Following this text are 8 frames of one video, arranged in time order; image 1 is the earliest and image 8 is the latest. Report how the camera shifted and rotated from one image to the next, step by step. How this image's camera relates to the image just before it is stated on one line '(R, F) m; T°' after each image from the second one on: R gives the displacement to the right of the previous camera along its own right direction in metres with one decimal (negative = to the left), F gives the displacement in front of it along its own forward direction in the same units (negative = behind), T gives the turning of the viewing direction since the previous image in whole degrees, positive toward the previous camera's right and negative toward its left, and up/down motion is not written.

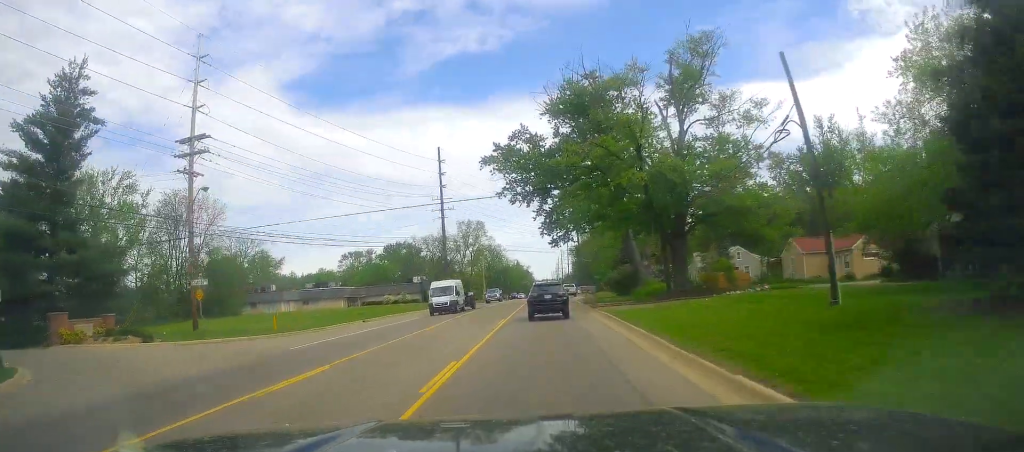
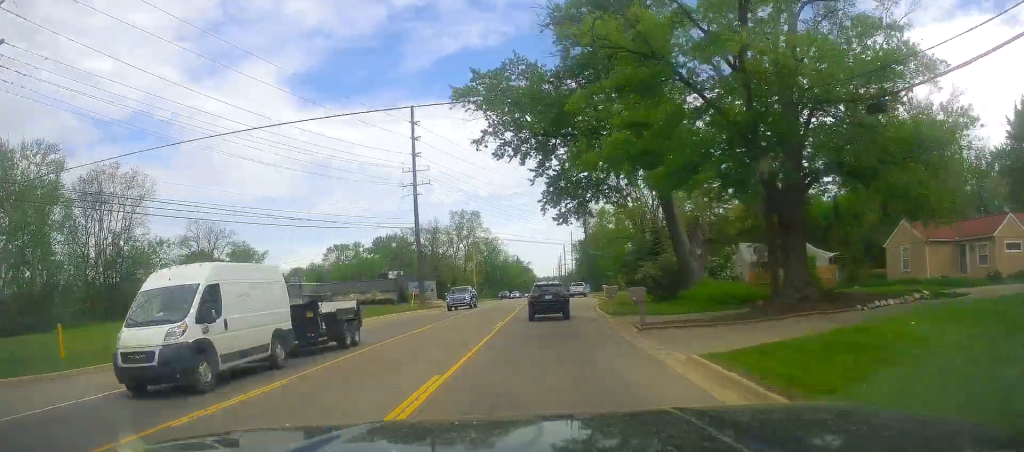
(-0.5, +17.7) m; 0°
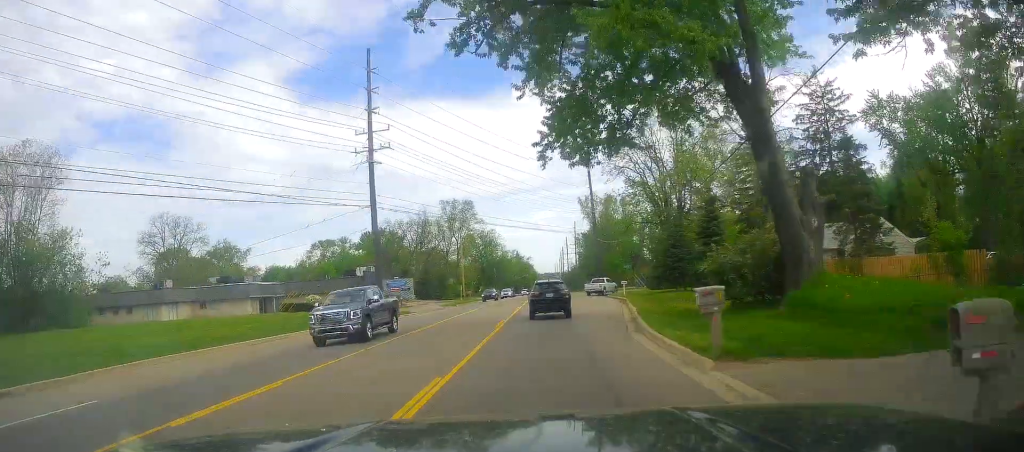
(+0.2, +15.7) m; 0°
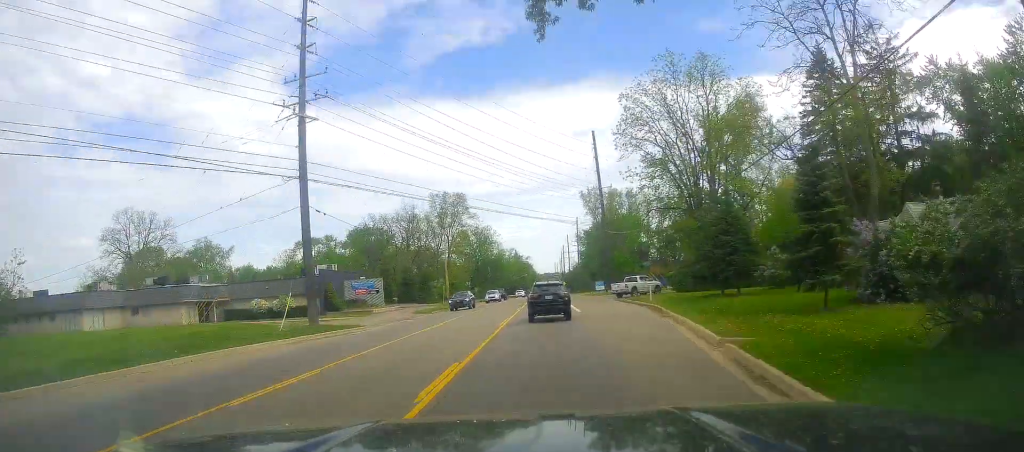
(+0.1, +13.2) m; 0°
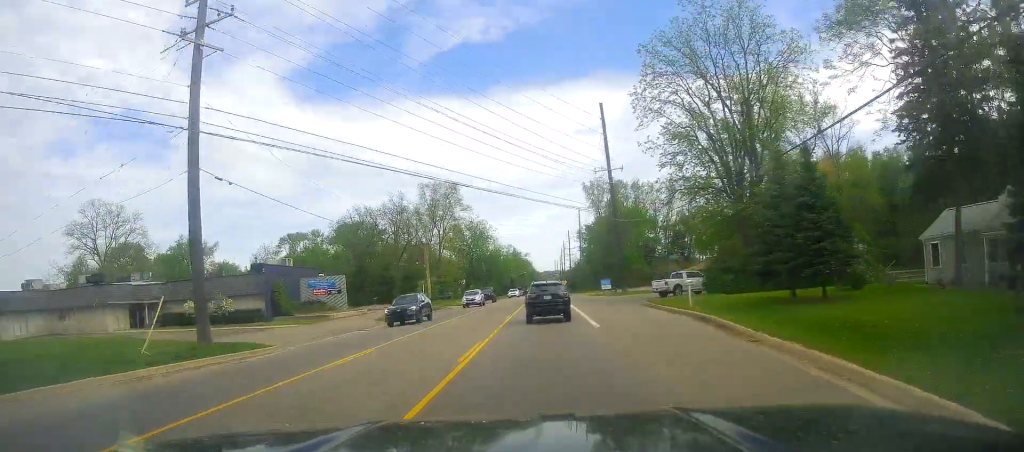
(-0.5, +10.8) m; 0°
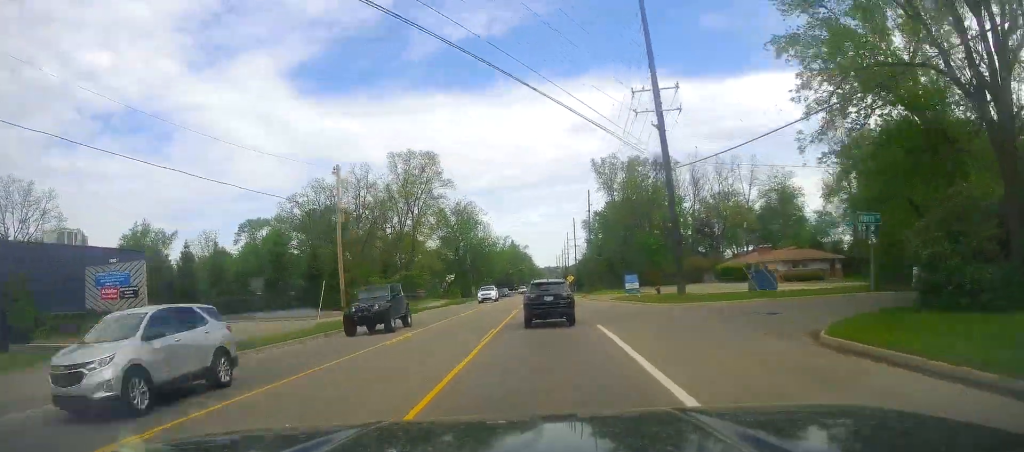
(+0.6, +25.4) m; +1°
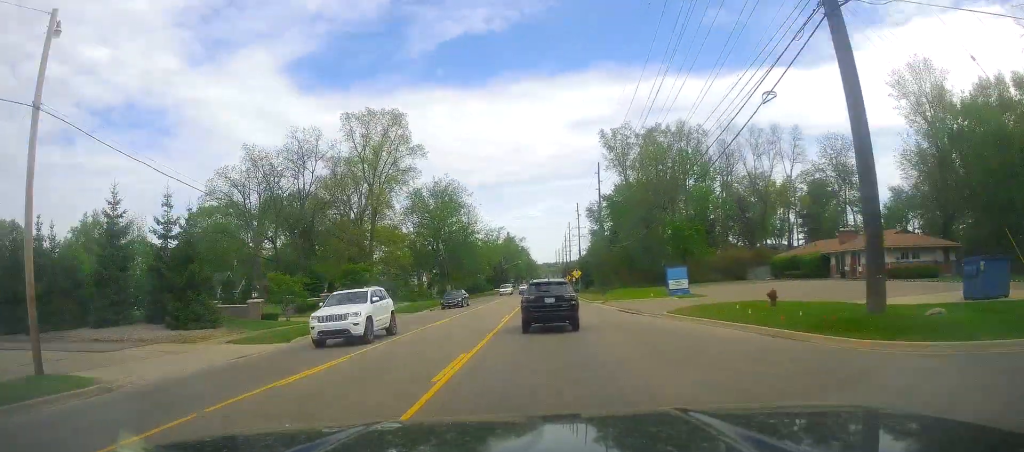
(-0.2, +23.0) m; +1°
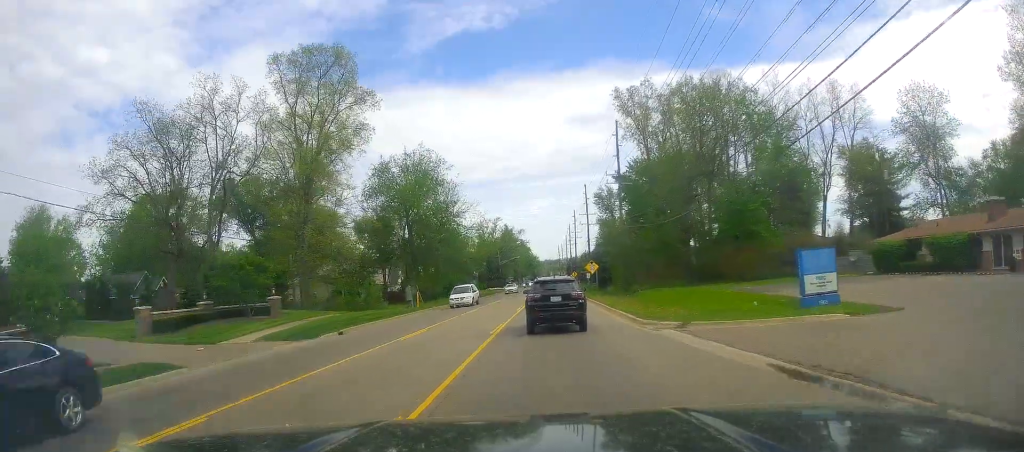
(+0.3, +22.9) m; -1°
